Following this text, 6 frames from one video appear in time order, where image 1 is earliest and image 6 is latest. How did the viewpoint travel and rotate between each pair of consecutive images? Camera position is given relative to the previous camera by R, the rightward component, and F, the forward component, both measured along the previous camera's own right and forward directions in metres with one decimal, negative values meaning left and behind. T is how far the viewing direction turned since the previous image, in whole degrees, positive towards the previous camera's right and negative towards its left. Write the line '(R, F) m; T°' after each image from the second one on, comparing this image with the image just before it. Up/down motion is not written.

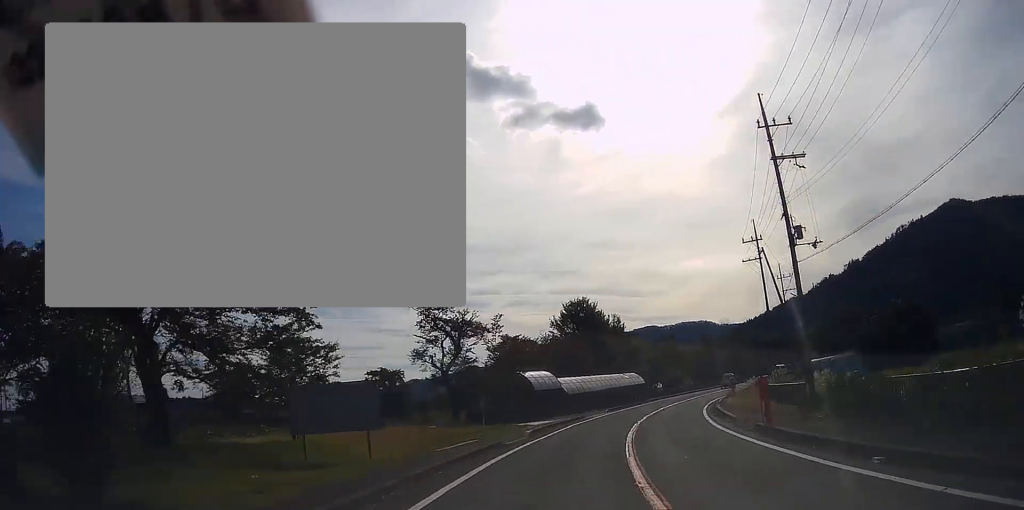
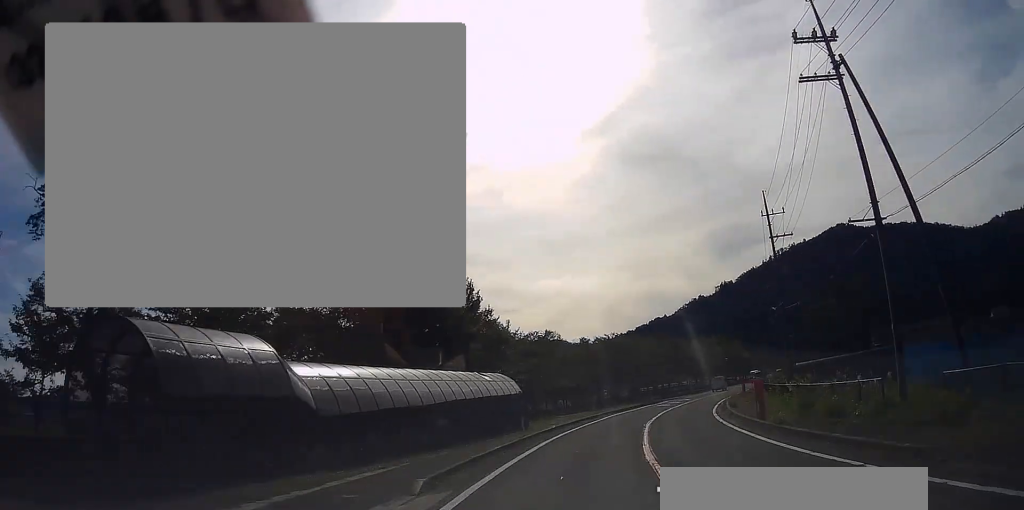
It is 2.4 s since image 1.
(+4.0, +36.1) m; +14°
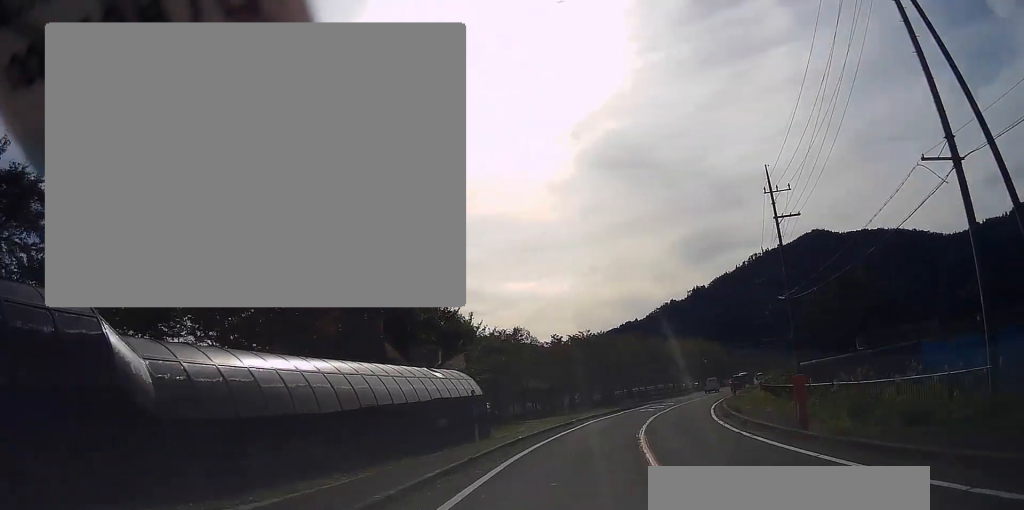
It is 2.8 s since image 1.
(0.0, +6.6) m; +2°
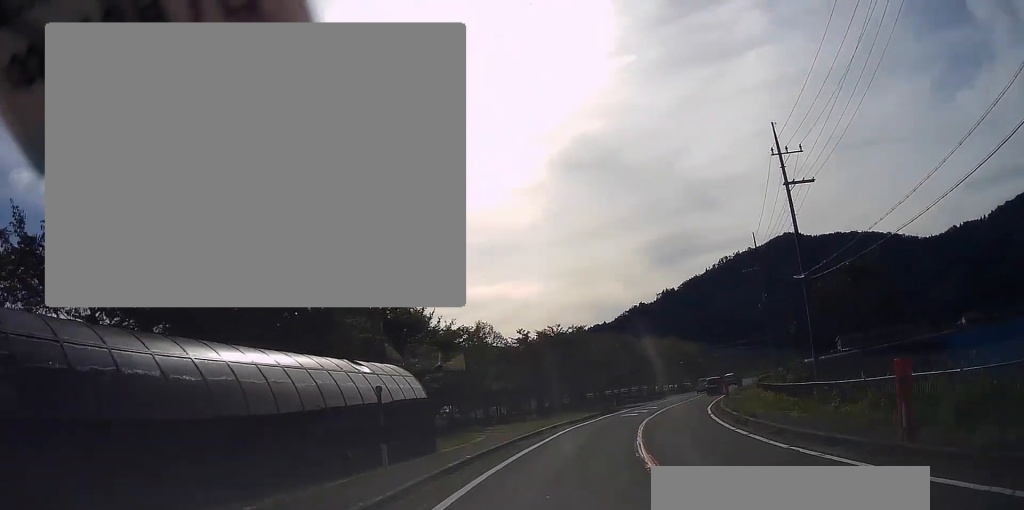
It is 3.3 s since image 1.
(+0.1, +7.1) m; +2°
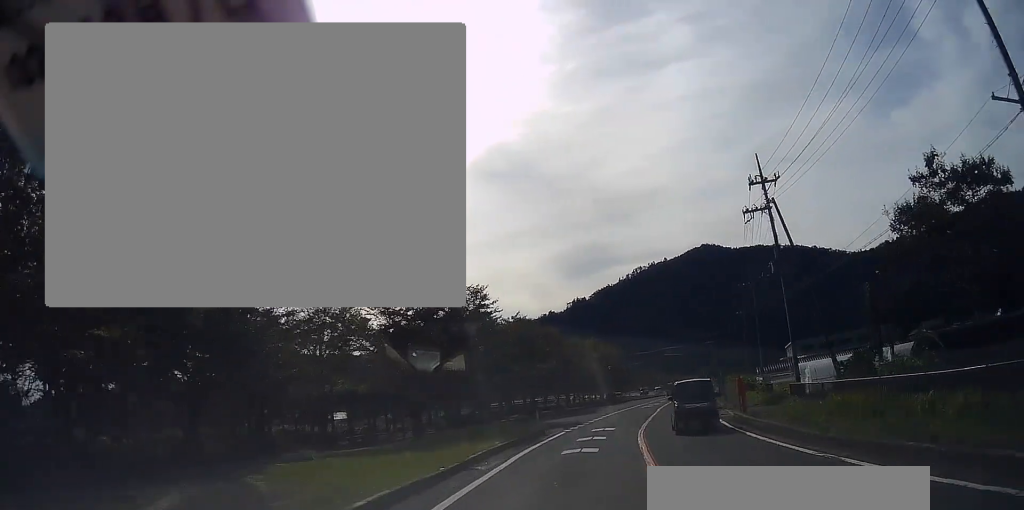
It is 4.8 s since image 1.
(+2.1, +23.1) m; +9°
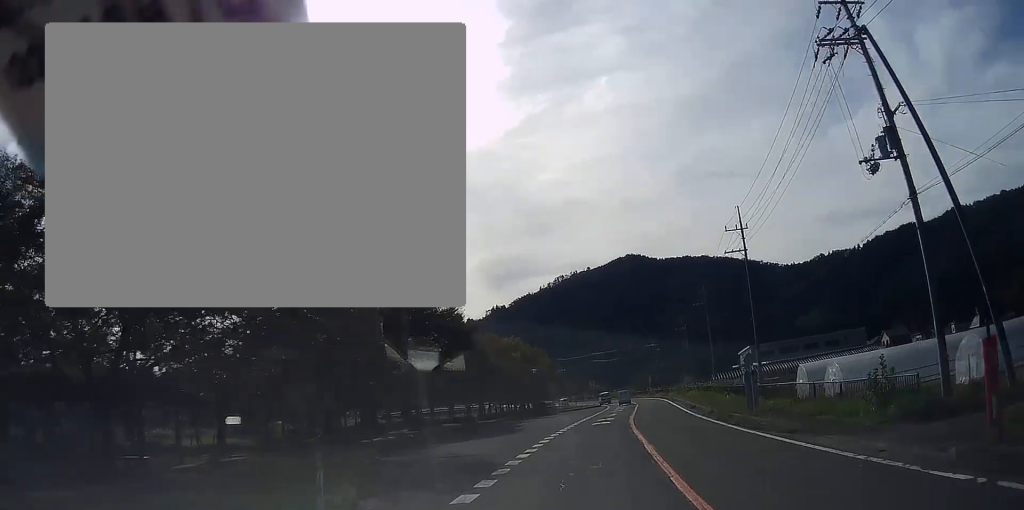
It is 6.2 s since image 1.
(+1.1, +20.9) m; +7°
